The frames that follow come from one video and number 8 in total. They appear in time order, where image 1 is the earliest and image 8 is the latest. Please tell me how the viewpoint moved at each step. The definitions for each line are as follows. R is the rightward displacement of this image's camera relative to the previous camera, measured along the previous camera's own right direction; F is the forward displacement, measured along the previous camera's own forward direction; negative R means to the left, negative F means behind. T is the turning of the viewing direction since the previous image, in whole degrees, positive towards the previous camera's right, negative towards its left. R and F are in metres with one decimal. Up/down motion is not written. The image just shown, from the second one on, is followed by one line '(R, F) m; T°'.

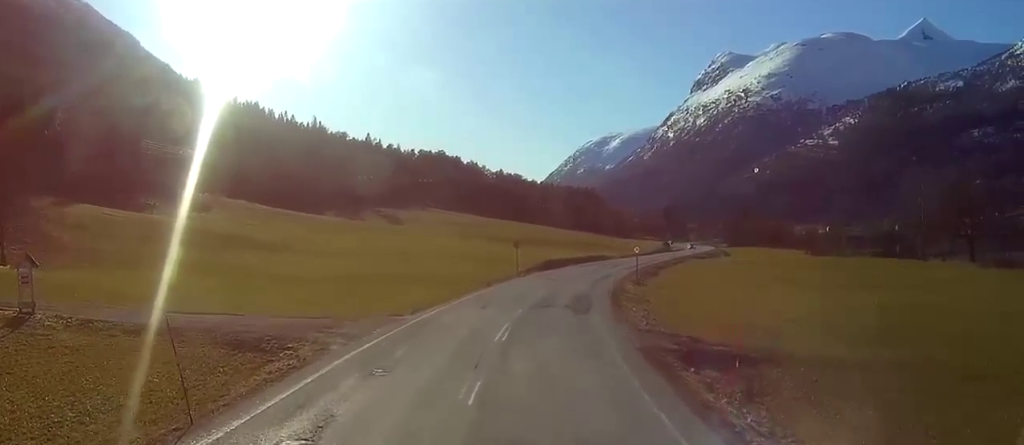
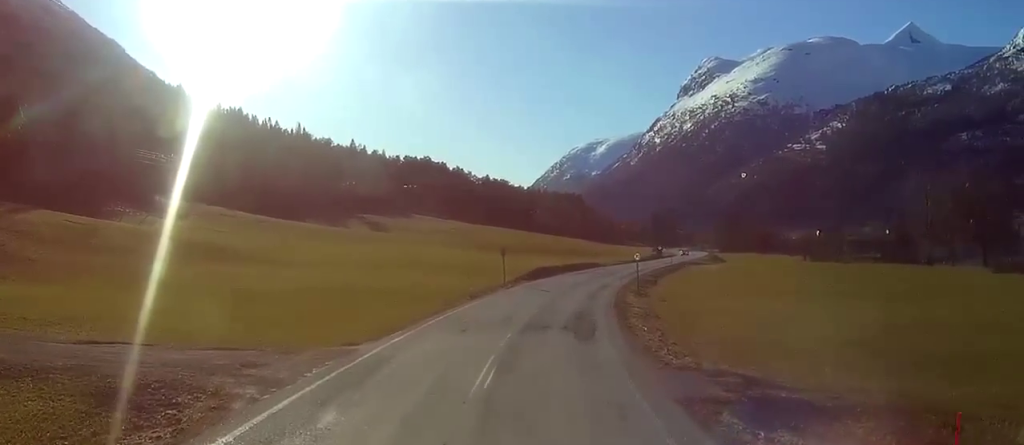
(+0.2, +8.3) m; +1°
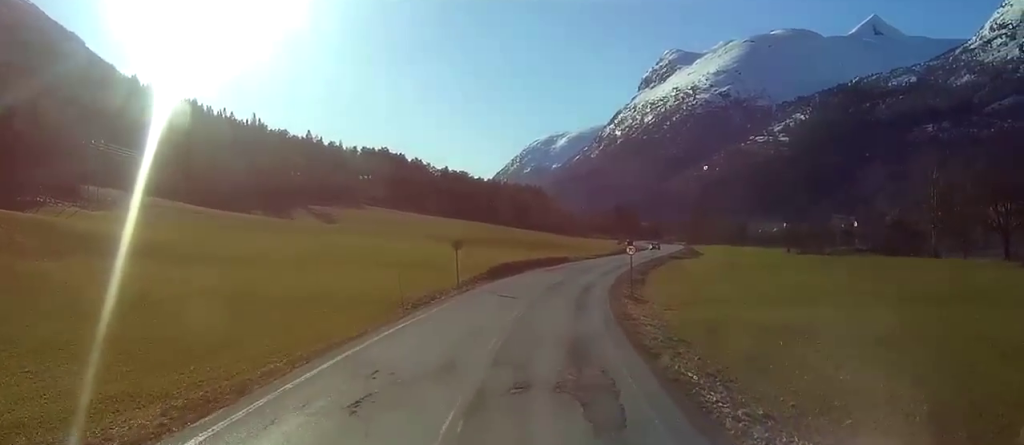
(+0.3, +17.3) m; +2°
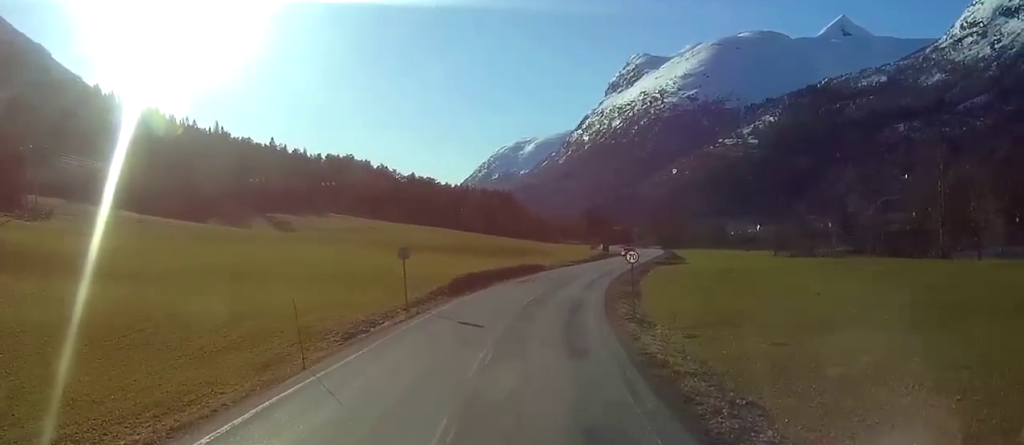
(+0.1, +13.4) m; +1°
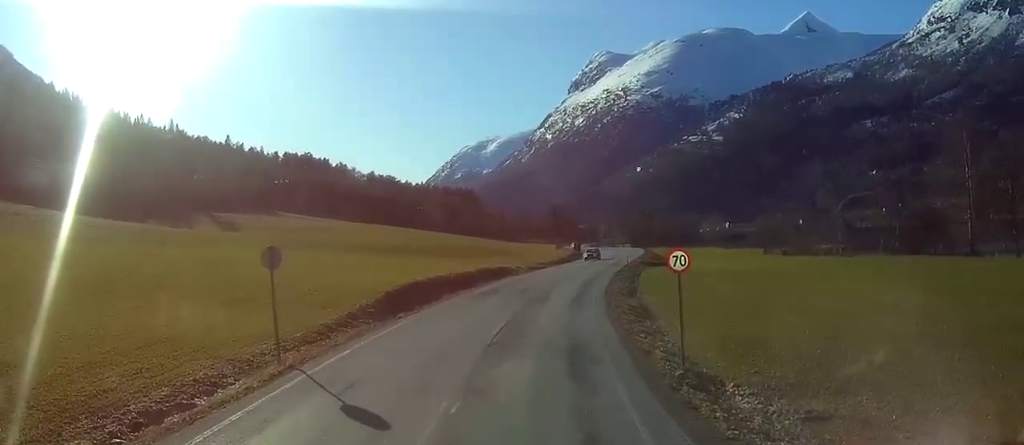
(+0.4, +19.0) m; +3°
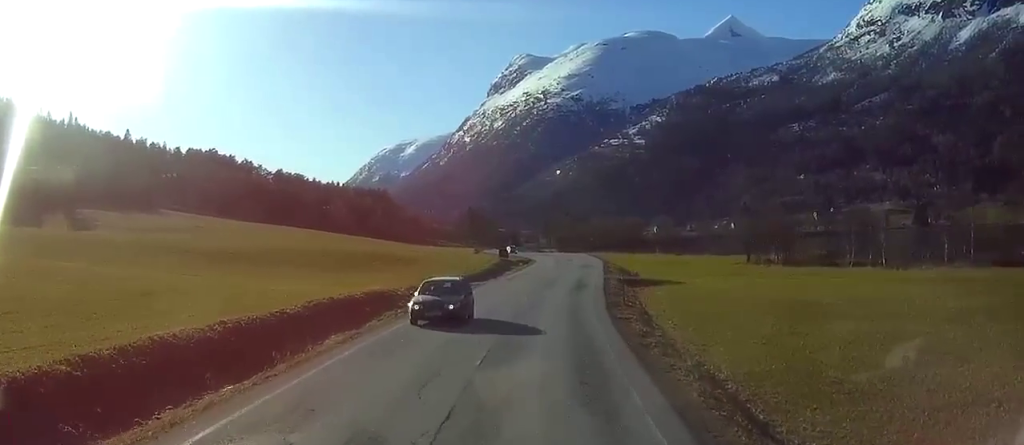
(+1.0, +41.7) m; +2°
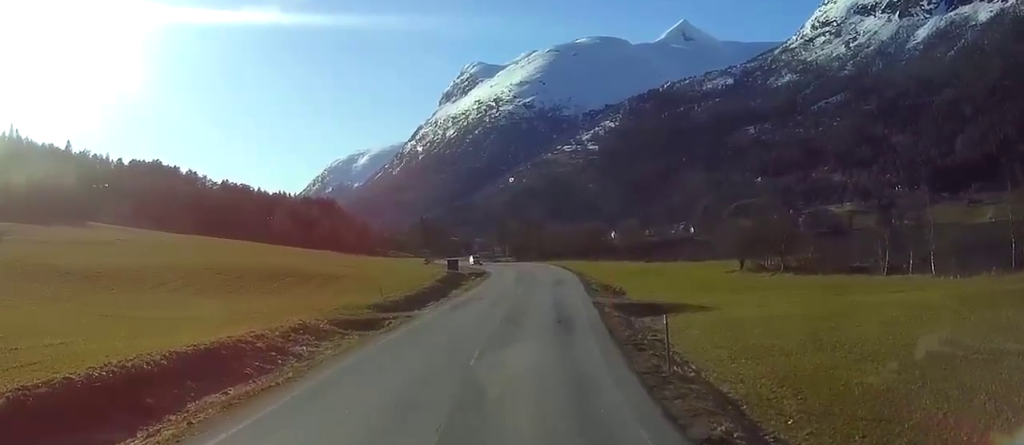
(+0.6, +20.8) m; +7°
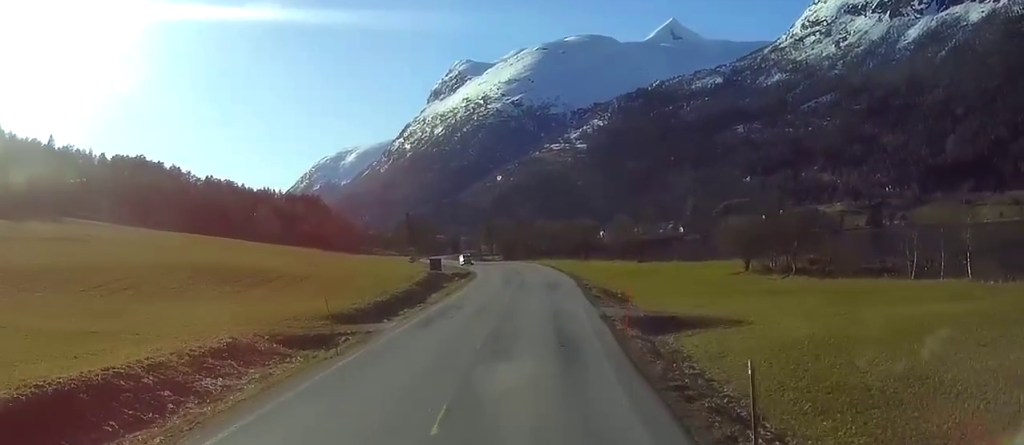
(+0.9, +8.2) m; +1°
